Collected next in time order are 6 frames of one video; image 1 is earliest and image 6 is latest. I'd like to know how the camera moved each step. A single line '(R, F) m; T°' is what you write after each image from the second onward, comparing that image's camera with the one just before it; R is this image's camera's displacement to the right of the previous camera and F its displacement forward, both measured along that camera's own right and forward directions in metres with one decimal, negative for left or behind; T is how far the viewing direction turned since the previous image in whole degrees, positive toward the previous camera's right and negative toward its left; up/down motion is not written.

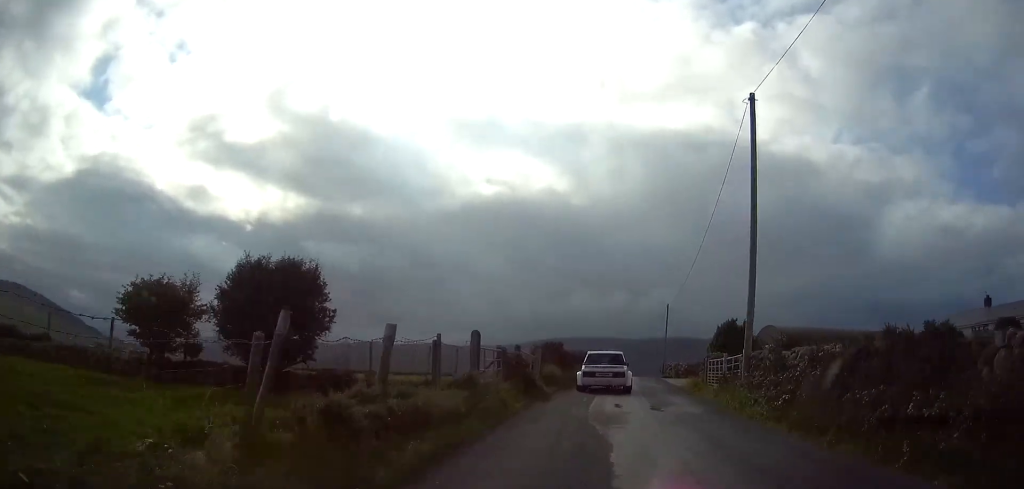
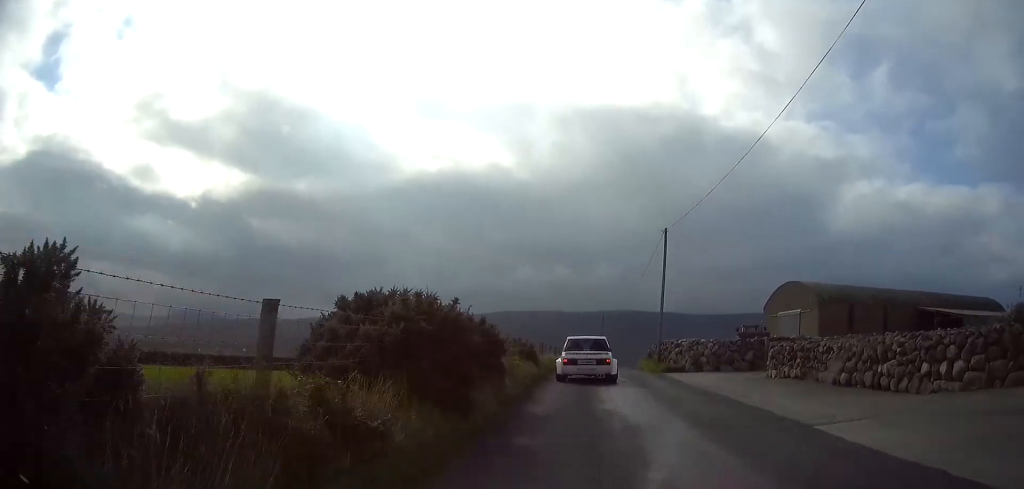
(+1.1, +34.4) m; +3°
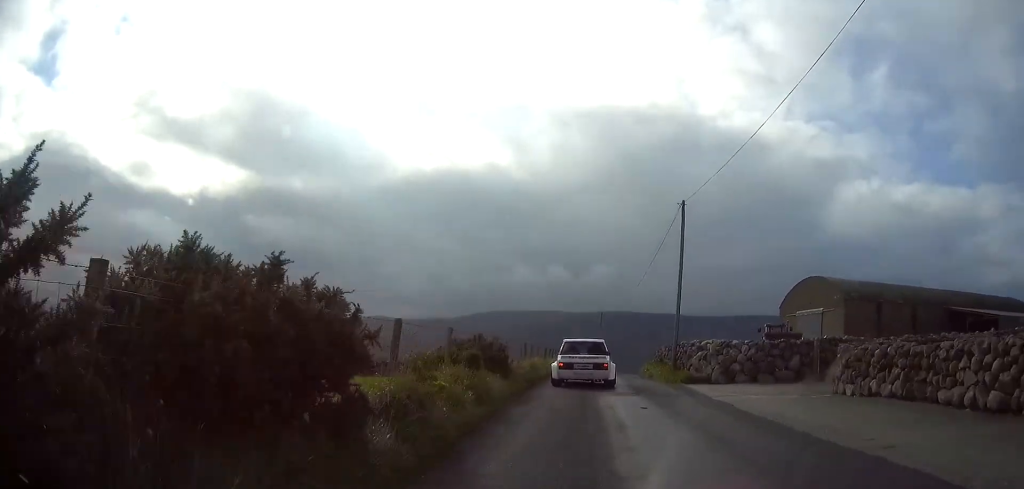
(0.0, +7.5) m; 0°
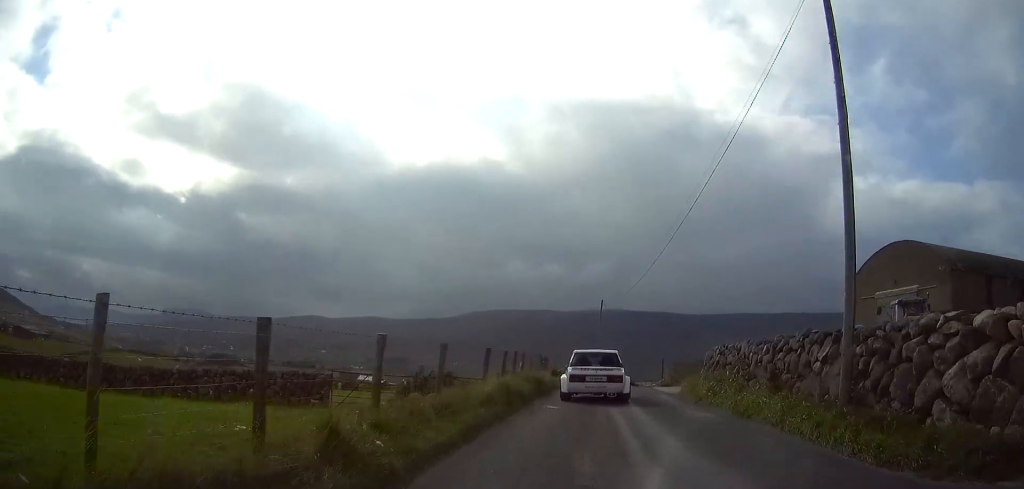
(+0.2, +19.1) m; +2°
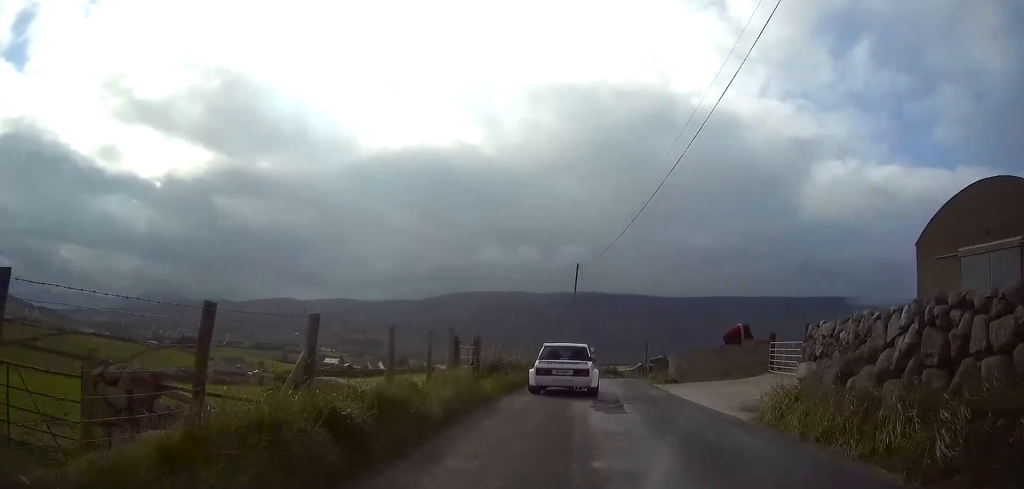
(+0.3, +14.5) m; +1°
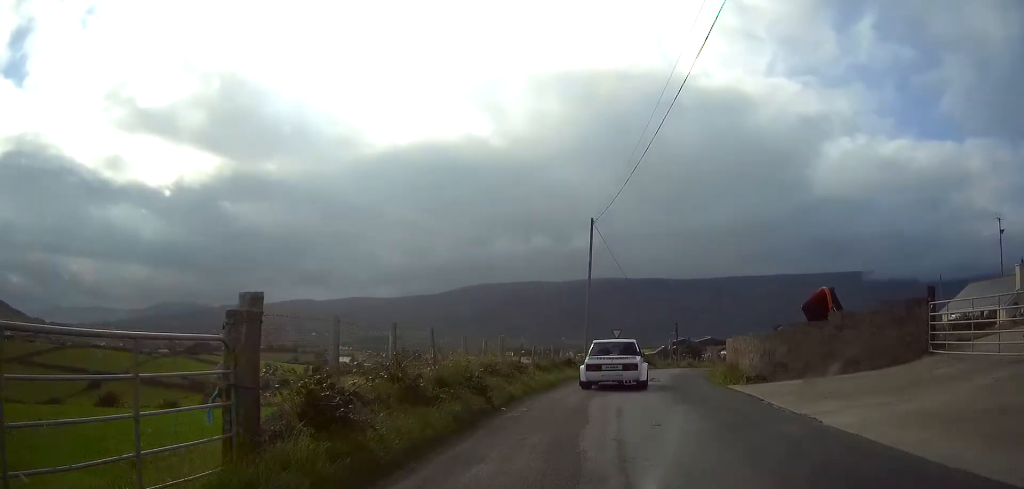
(-0.1, +13.3) m; +1°
